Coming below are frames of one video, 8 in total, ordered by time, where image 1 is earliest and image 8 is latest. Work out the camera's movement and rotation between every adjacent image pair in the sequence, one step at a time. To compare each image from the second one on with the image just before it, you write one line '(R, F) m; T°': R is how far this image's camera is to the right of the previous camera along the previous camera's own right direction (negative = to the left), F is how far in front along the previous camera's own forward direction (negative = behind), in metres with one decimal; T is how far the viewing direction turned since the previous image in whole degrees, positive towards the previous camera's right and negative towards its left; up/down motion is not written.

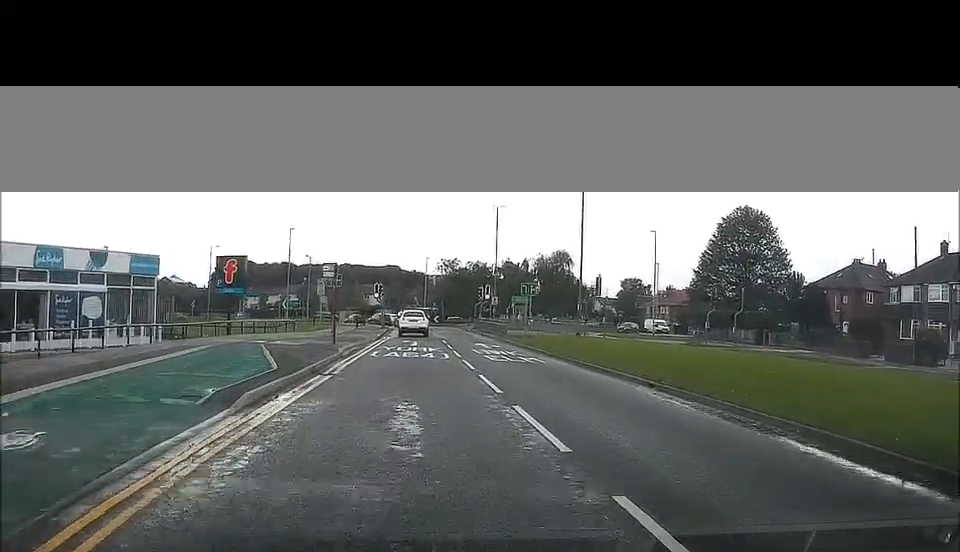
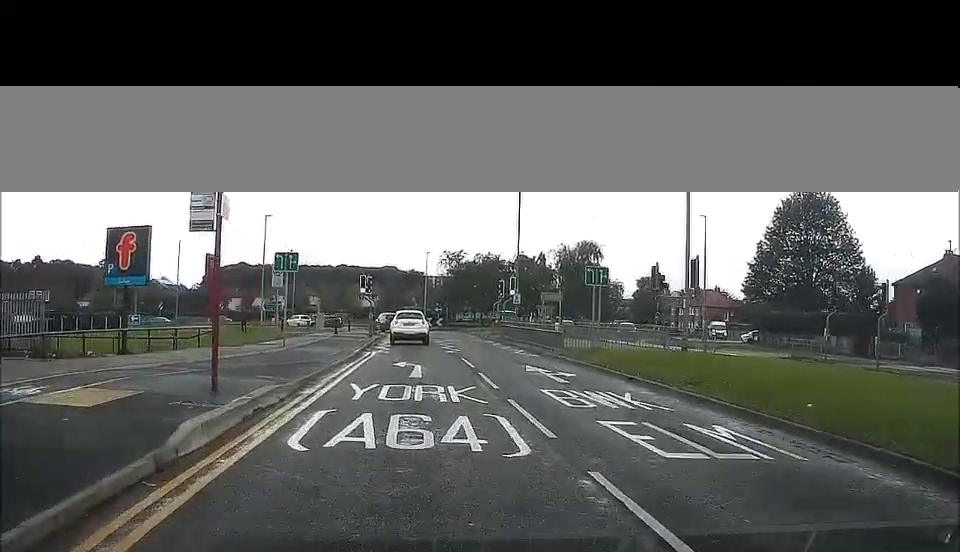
(+0.7, +17.7) m; 0°
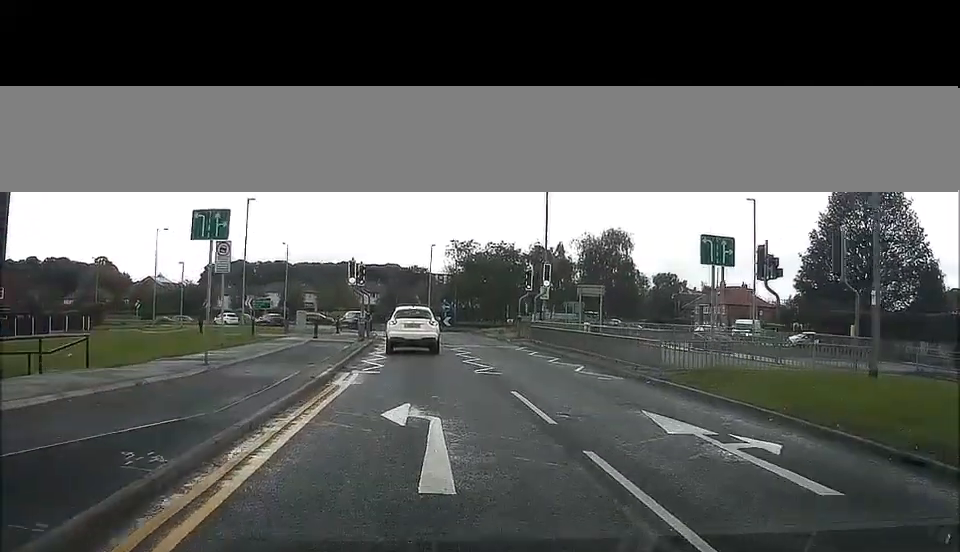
(-0.5, +11.1) m; -1°
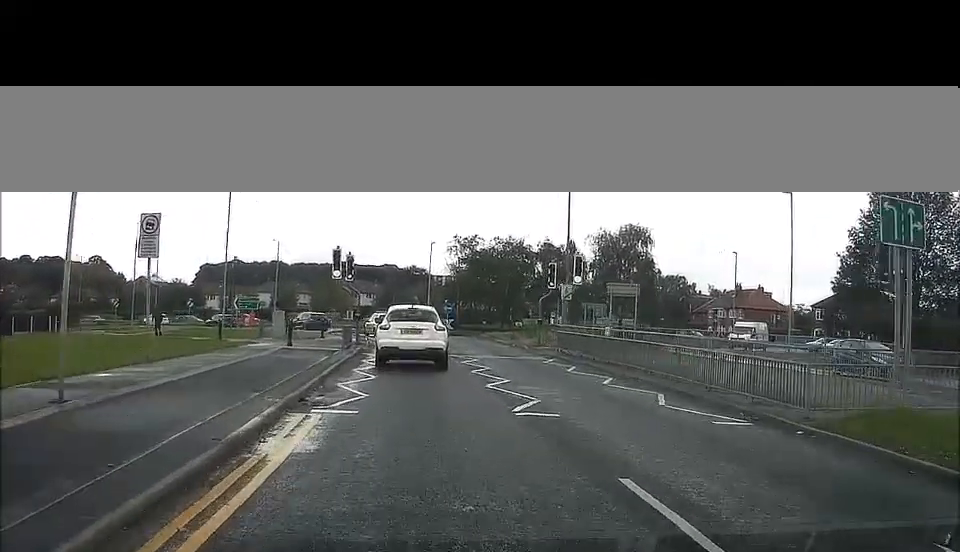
(+0.1, +7.1) m; +3°
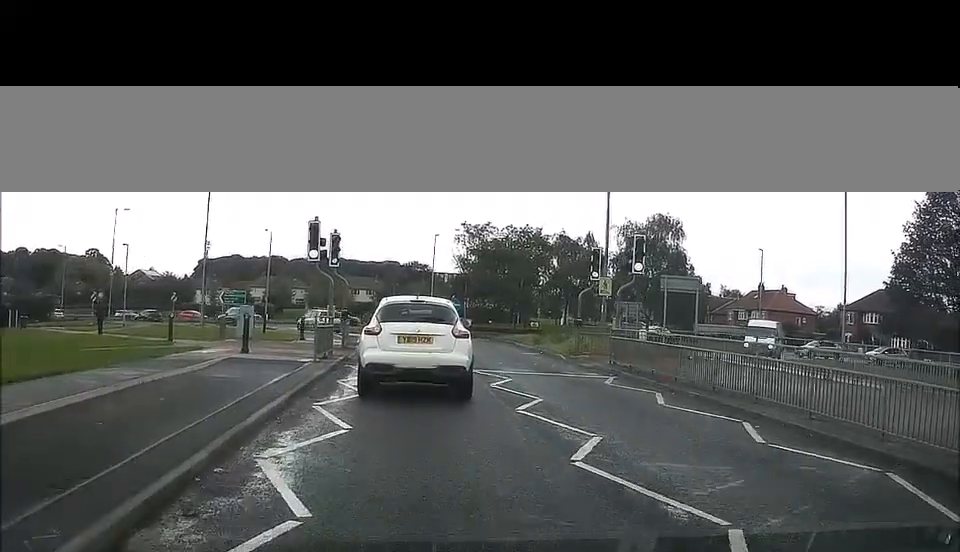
(+0.3, +7.8) m; +2°
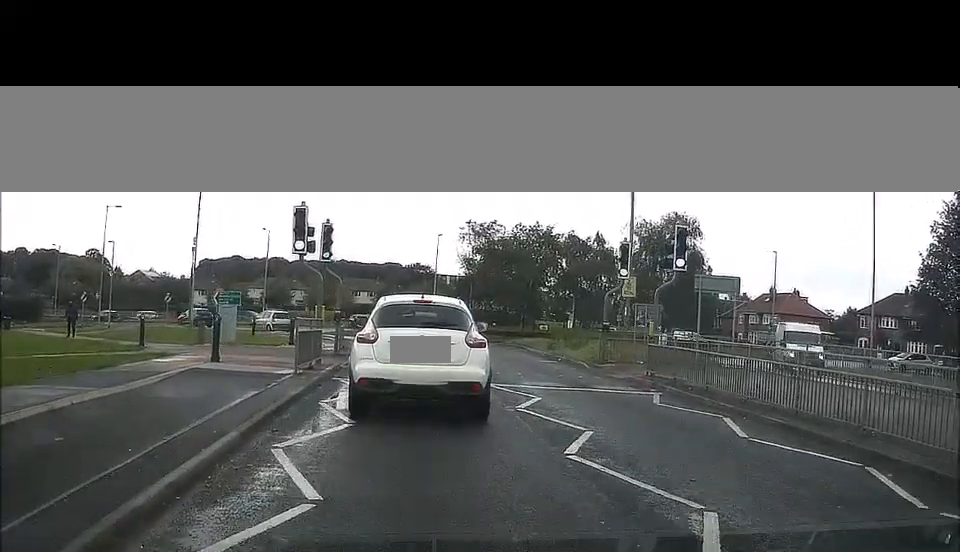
(-0.1, +3.7) m; 0°
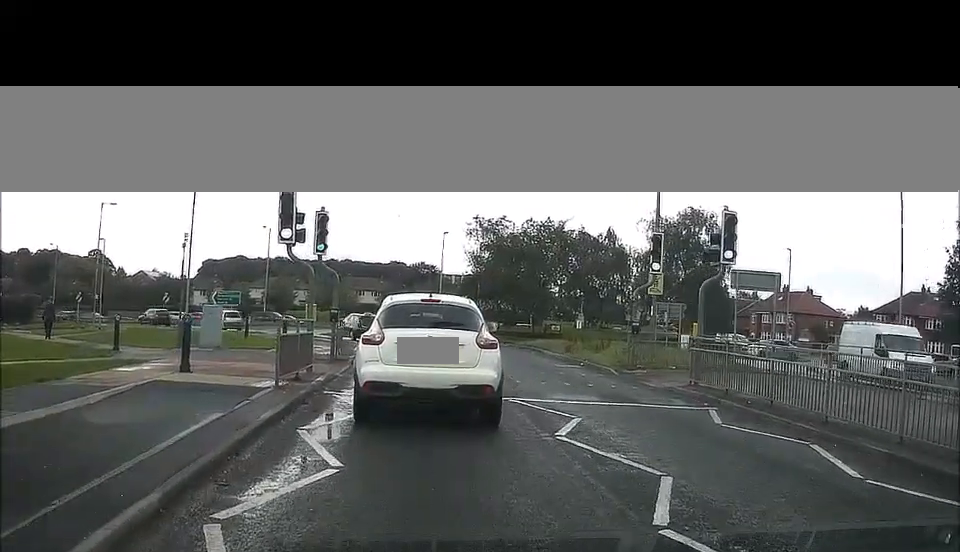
(+0.1, +3.1) m; 0°
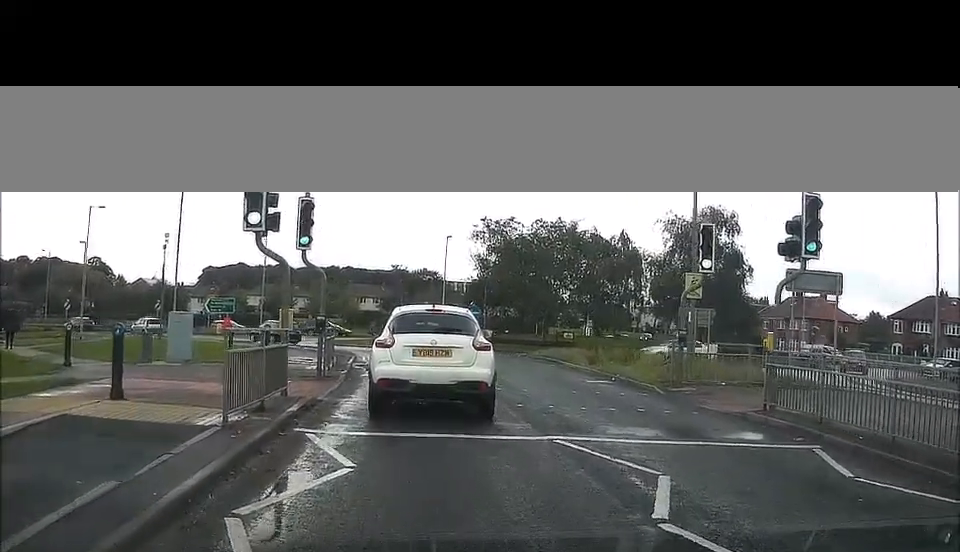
(-0.1, +3.9) m; +3°
